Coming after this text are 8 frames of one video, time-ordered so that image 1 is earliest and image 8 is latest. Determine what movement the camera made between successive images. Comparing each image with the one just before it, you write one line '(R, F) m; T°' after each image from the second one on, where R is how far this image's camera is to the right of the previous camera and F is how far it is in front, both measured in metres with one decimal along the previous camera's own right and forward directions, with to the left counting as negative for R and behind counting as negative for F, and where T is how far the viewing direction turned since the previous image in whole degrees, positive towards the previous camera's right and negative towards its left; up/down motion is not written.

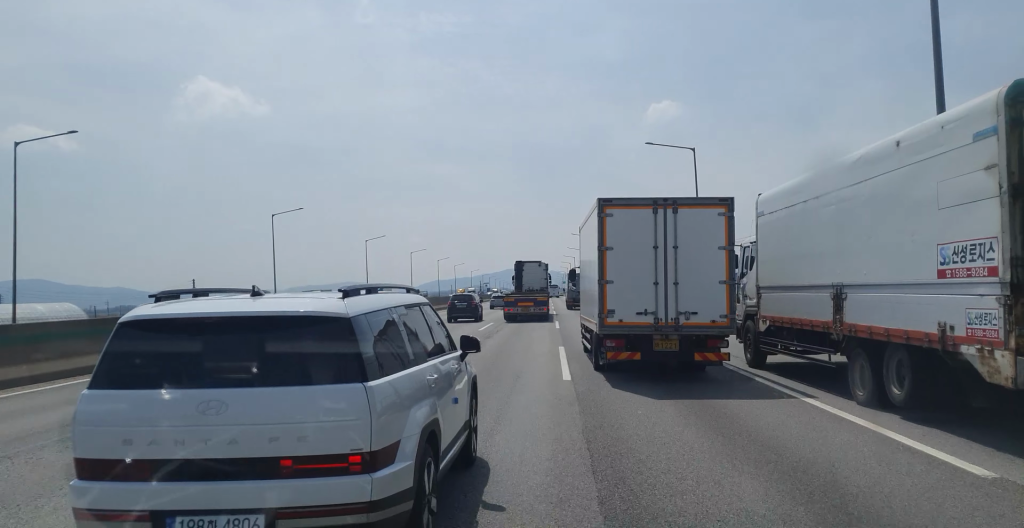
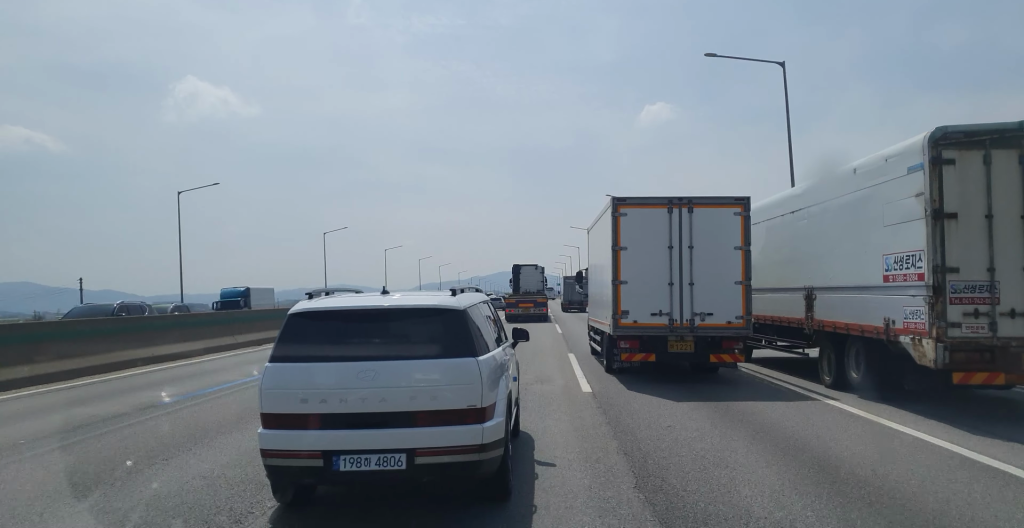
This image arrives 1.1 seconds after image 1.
(-0.1, +23.4) m; 0°
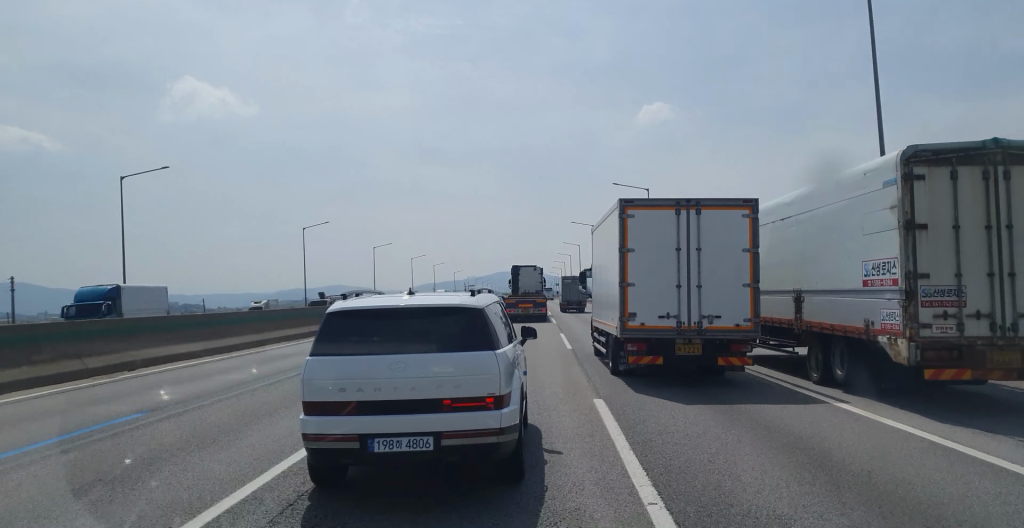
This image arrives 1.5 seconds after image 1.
(-0.2, +9.5) m; 0°
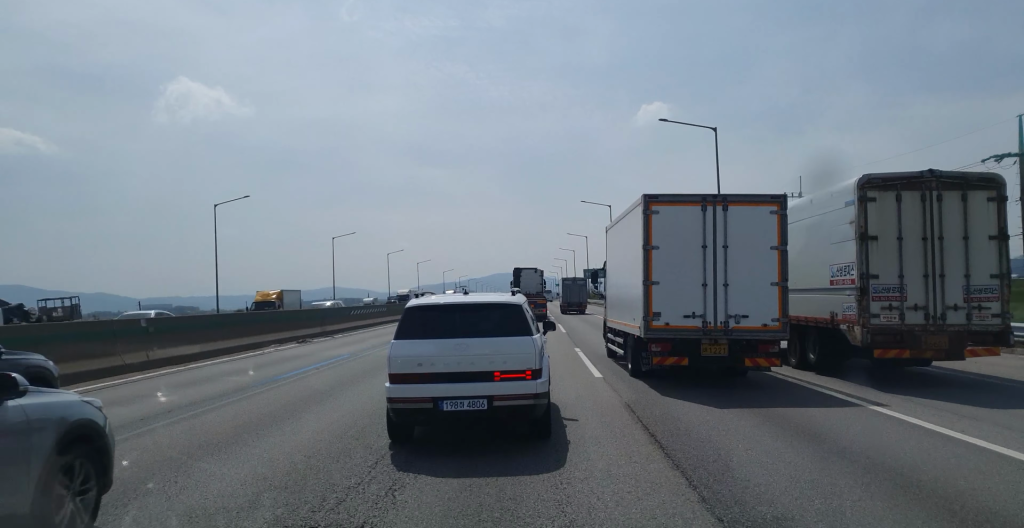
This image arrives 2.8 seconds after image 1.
(+0.7, +28.2) m; +1°
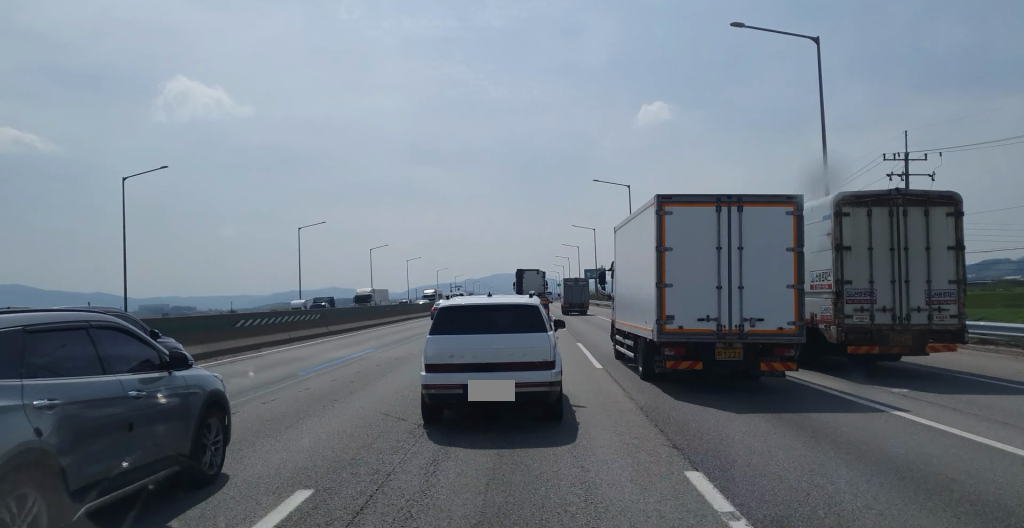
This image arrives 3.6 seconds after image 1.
(-0.1, +17.3) m; -1°
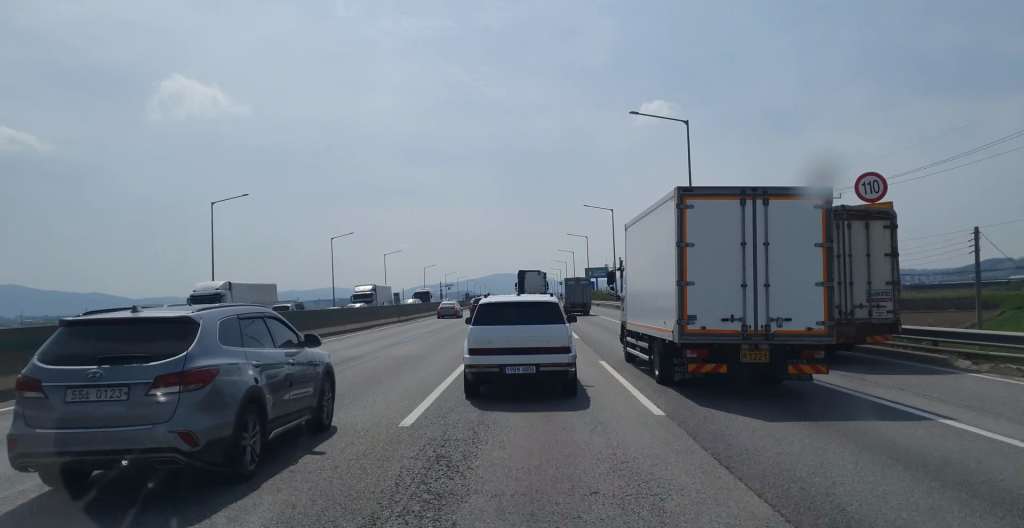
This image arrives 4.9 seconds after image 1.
(-0.5, +28.5) m; -1°
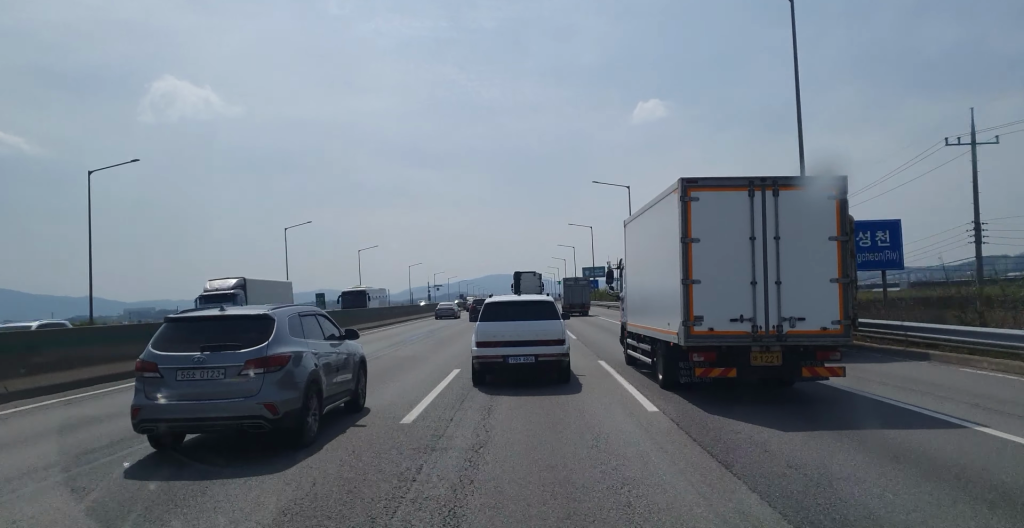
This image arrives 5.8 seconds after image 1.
(+0.1, +19.1) m; +1°
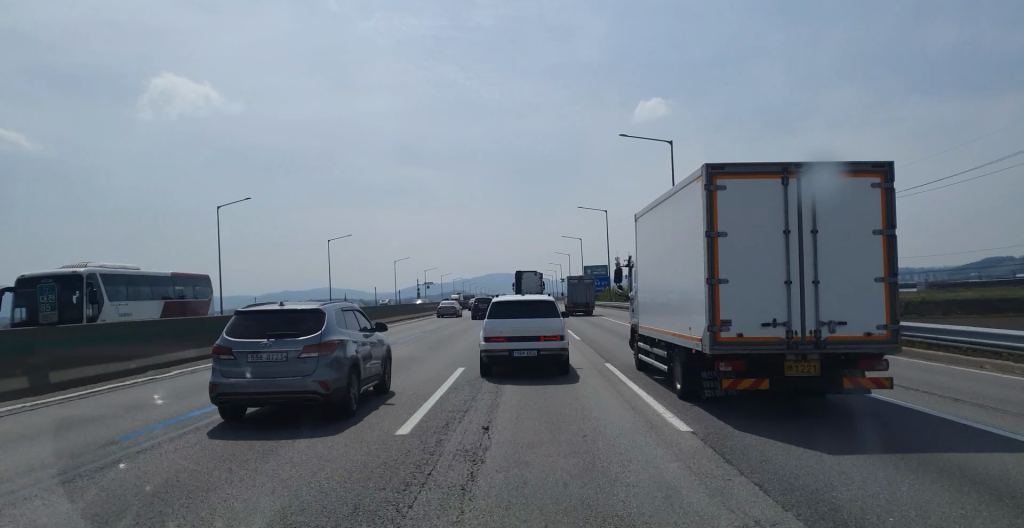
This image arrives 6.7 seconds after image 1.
(+0.3, +21.6) m; +1°
